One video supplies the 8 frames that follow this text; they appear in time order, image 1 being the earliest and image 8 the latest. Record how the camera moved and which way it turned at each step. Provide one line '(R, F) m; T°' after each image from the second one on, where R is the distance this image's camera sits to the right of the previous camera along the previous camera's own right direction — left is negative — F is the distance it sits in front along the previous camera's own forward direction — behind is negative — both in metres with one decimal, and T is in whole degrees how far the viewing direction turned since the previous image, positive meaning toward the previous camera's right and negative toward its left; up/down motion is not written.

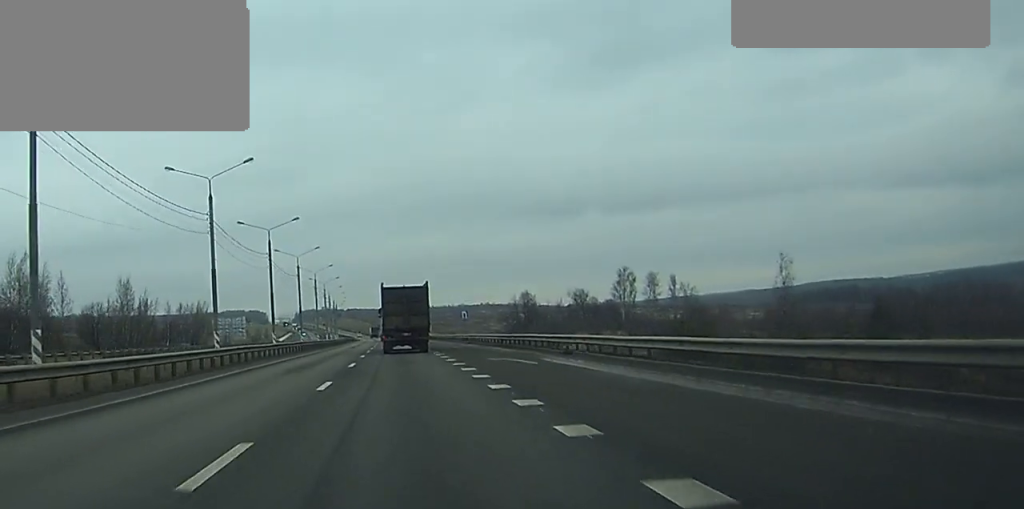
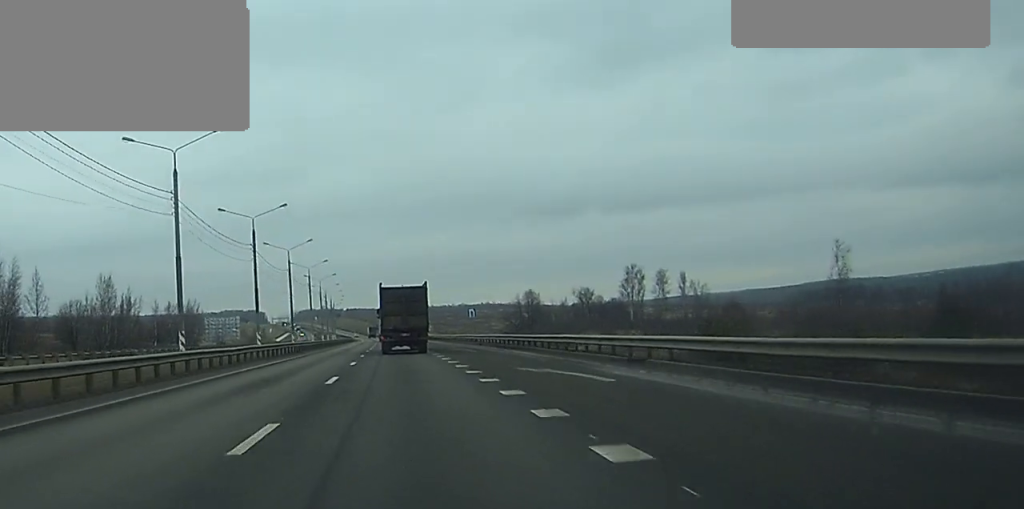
(-0.1, +10.0) m; 0°
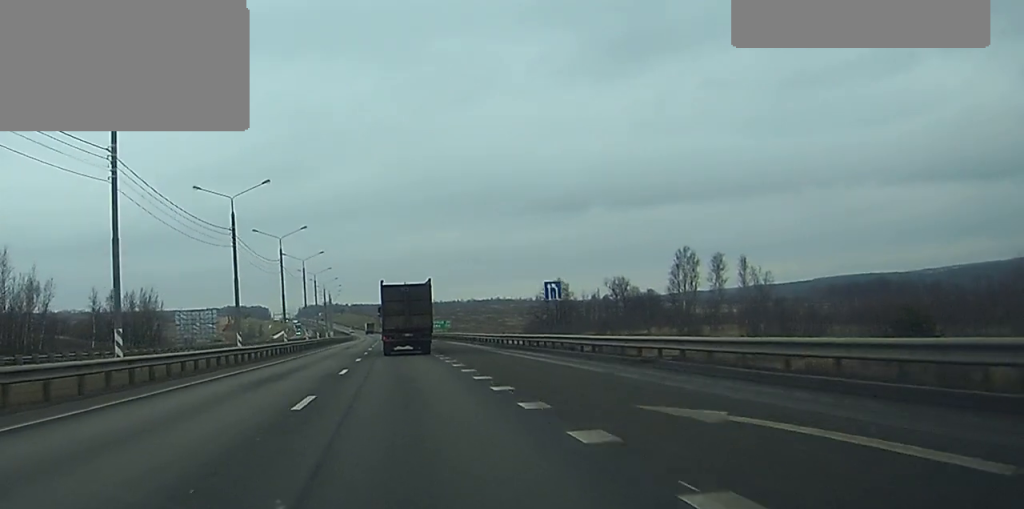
(-0.4, +42.9) m; -1°
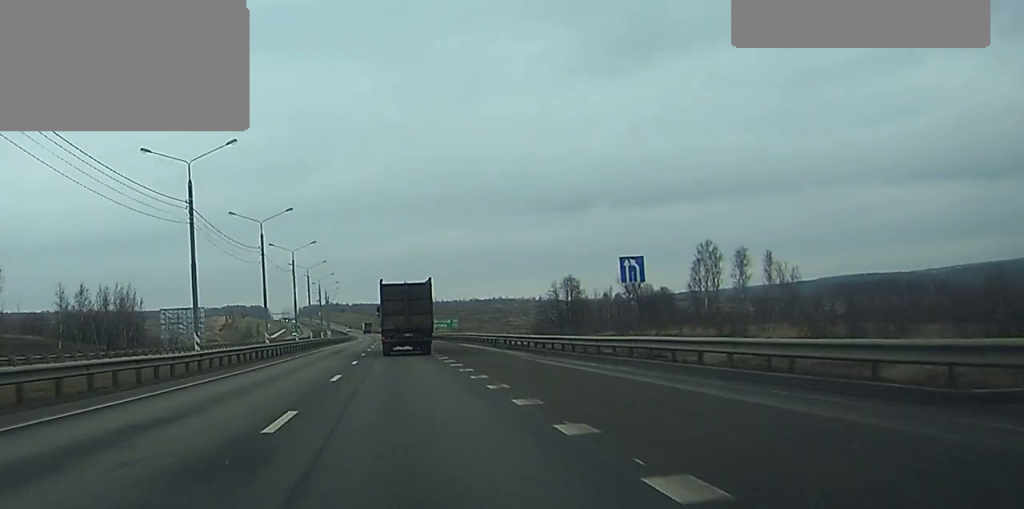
(0.0, +15.3) m; 0°
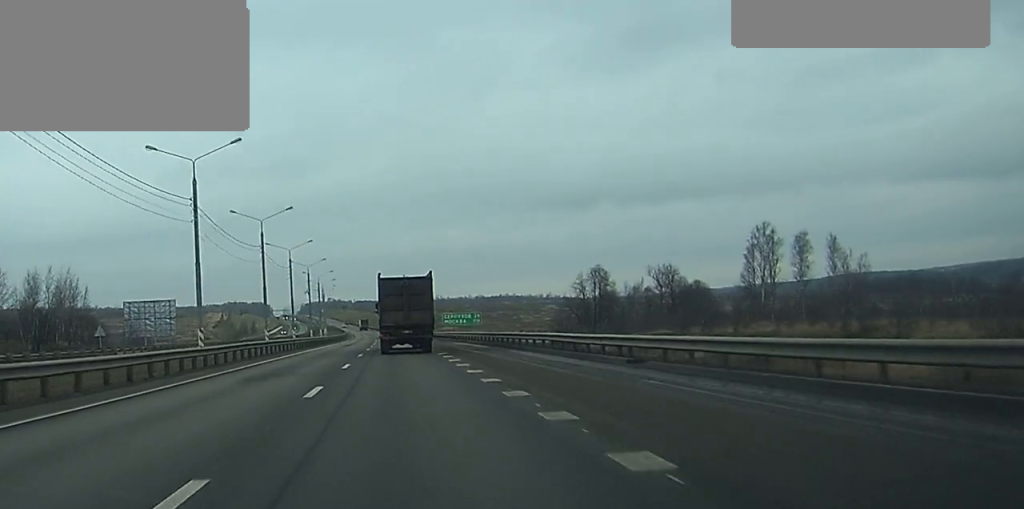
(-0.1, +30.5) m; 0°
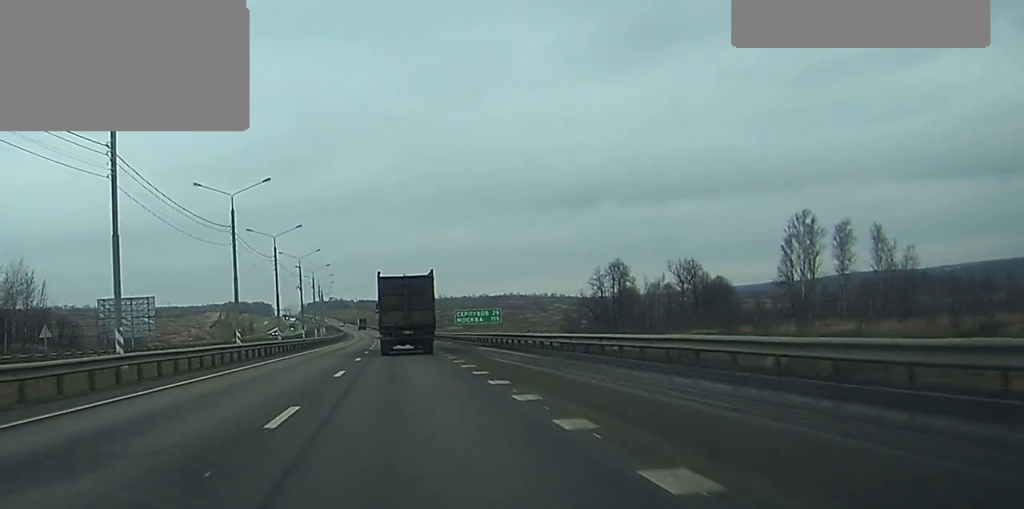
(0.0, +16.9) m; 0°
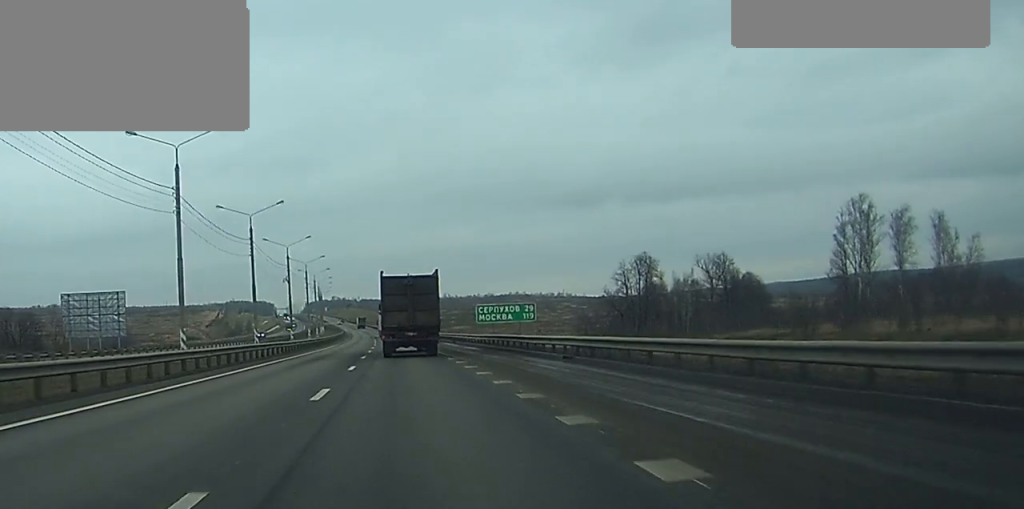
(0.0, +19.4) m; 0°
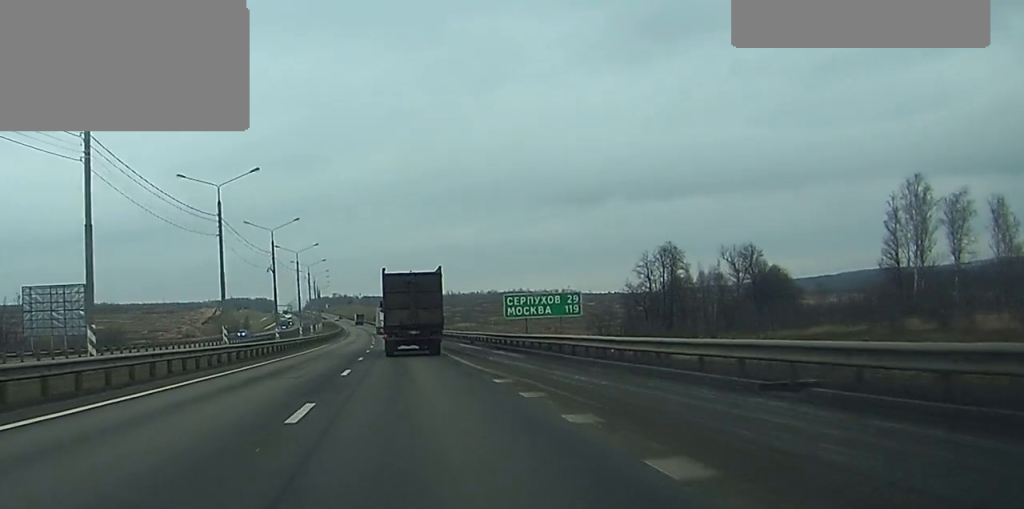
(0.0, +16.0) m; 0°
